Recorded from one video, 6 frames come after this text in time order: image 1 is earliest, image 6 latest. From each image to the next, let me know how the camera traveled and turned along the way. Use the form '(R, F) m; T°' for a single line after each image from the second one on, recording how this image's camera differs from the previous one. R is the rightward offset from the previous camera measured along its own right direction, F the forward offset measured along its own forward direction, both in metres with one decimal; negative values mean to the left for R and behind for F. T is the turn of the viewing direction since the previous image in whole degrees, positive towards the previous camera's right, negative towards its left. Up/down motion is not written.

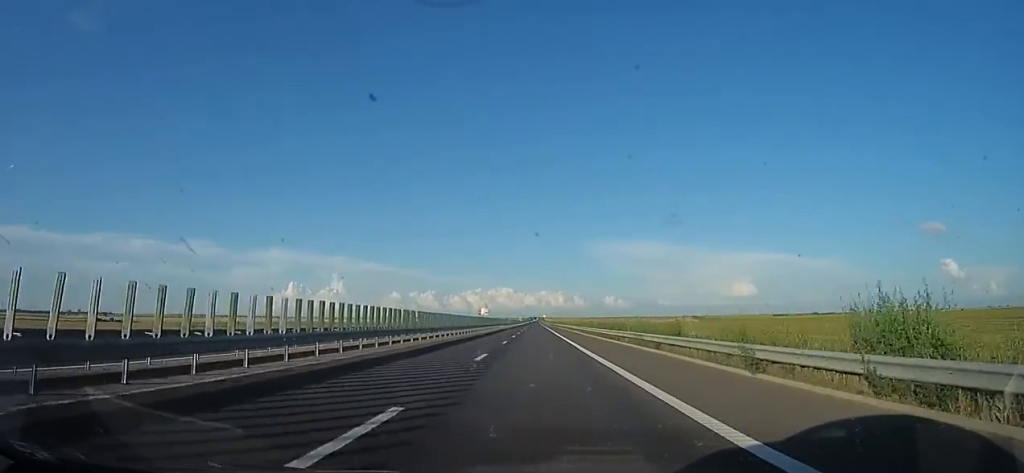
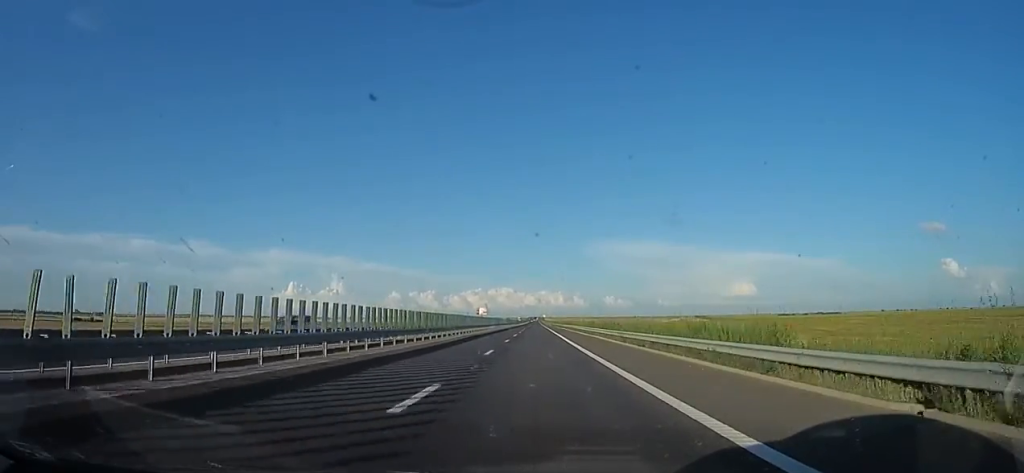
(0.0, +21.2) m; 0°
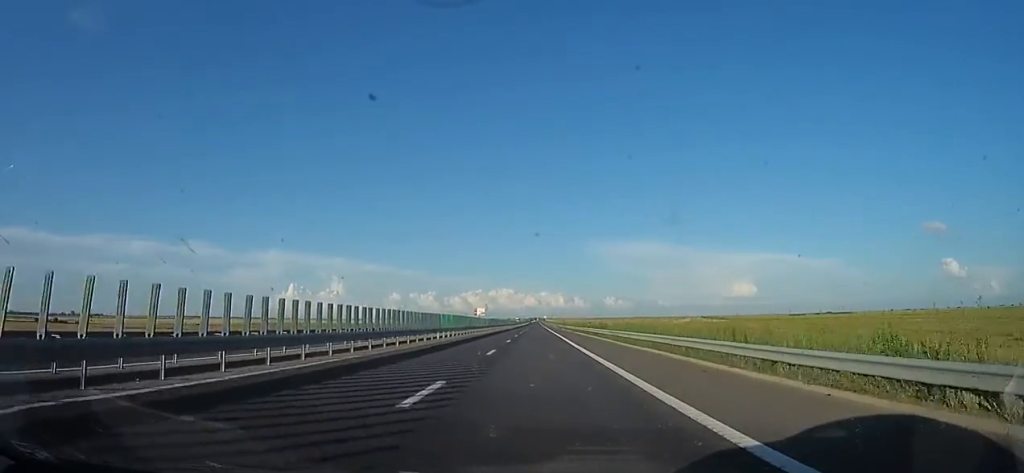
(0.0, +35.4) m; 0°
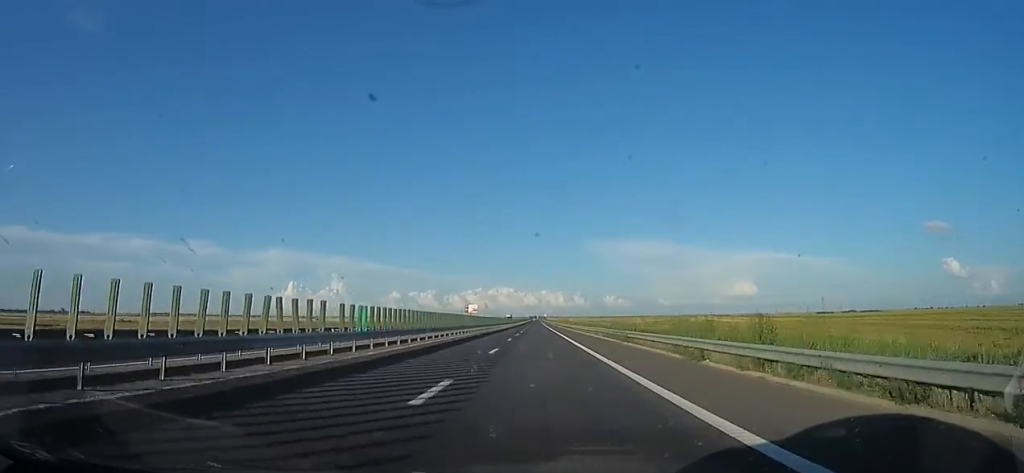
(+2.9, +83.2) m; +1°
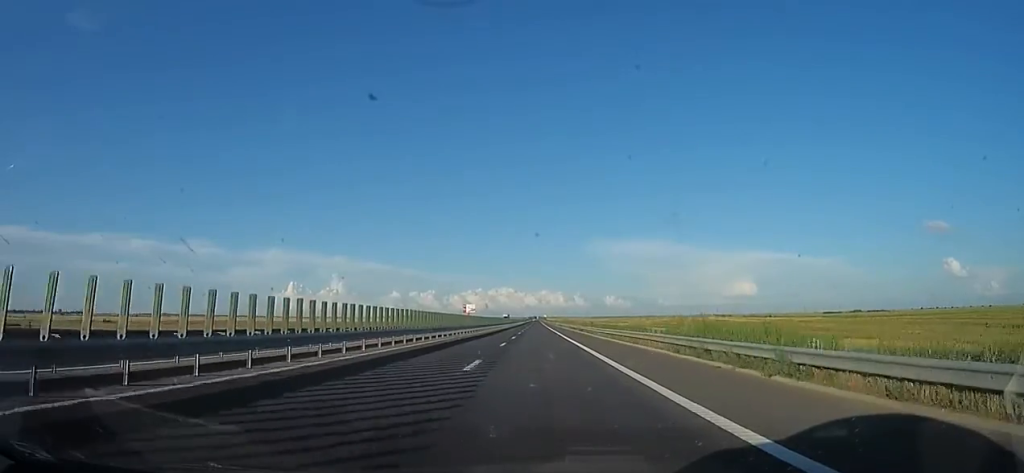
(-0.5, +18.9) m; -3°
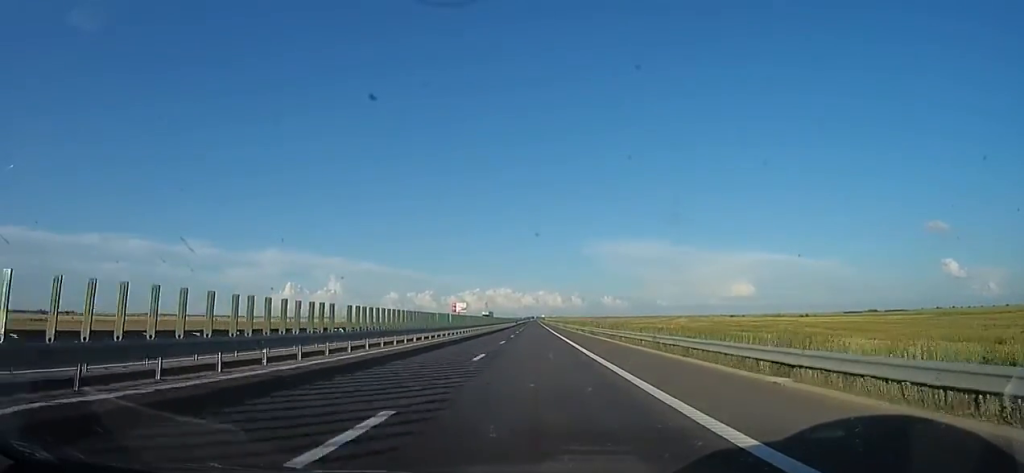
(-0.6, +56.6) m; +2°
